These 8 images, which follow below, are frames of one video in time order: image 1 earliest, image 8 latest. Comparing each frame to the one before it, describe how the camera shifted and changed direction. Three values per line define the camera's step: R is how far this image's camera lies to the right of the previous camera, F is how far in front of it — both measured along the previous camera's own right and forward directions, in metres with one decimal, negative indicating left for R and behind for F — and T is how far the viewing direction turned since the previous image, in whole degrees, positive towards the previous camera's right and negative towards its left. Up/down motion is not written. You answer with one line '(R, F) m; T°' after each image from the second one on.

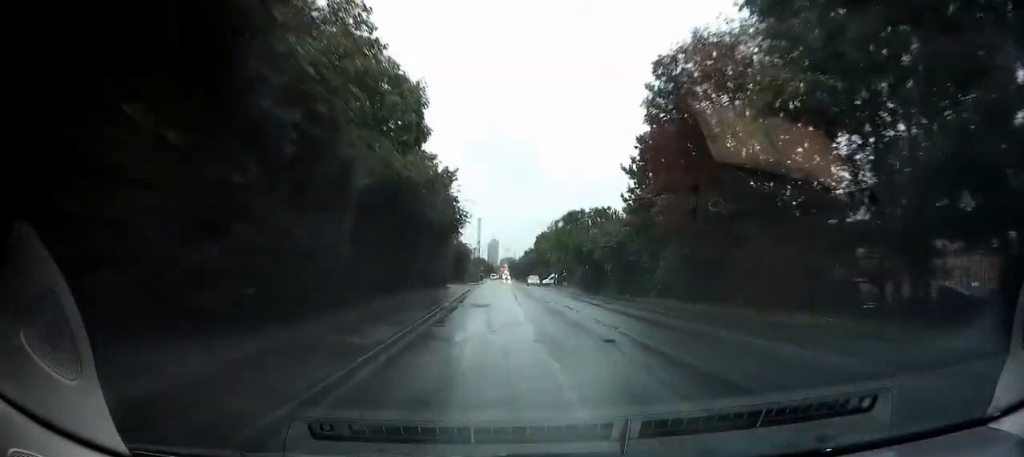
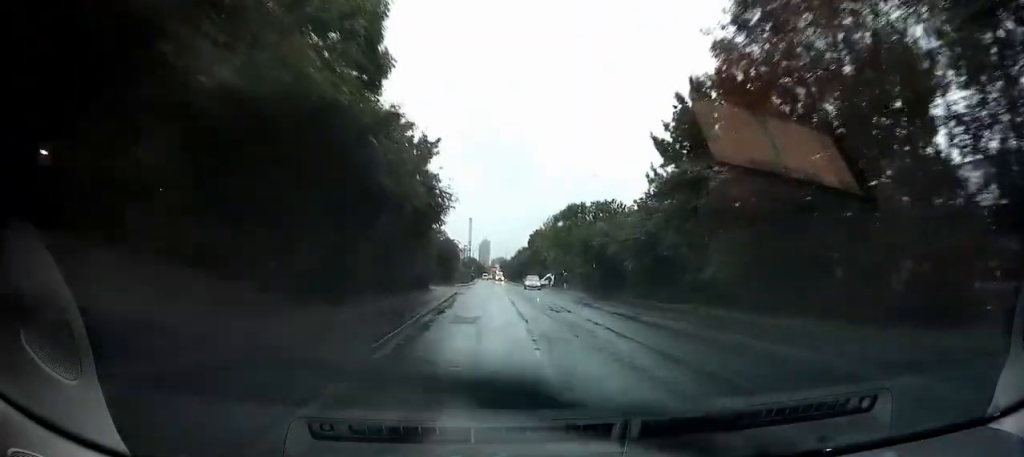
(+0.4, +7.1) m; +2°
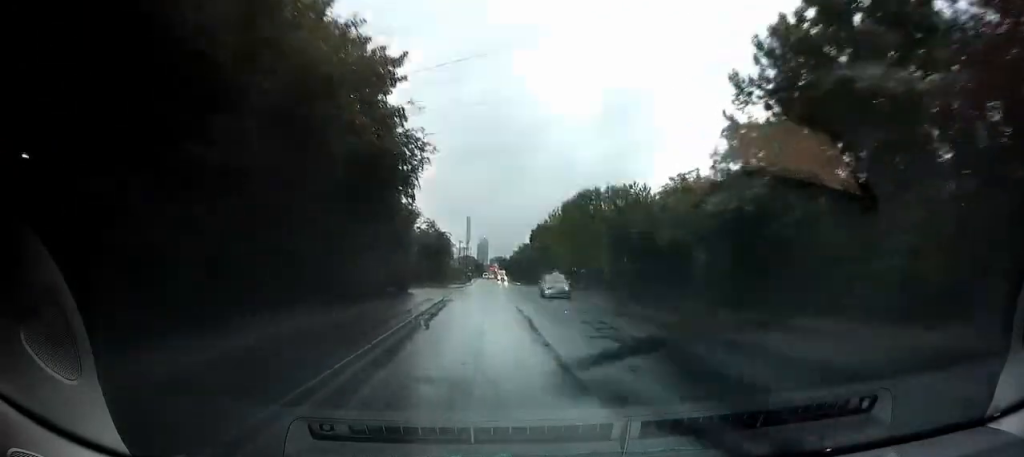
(0.0, +9.8) m; -1°
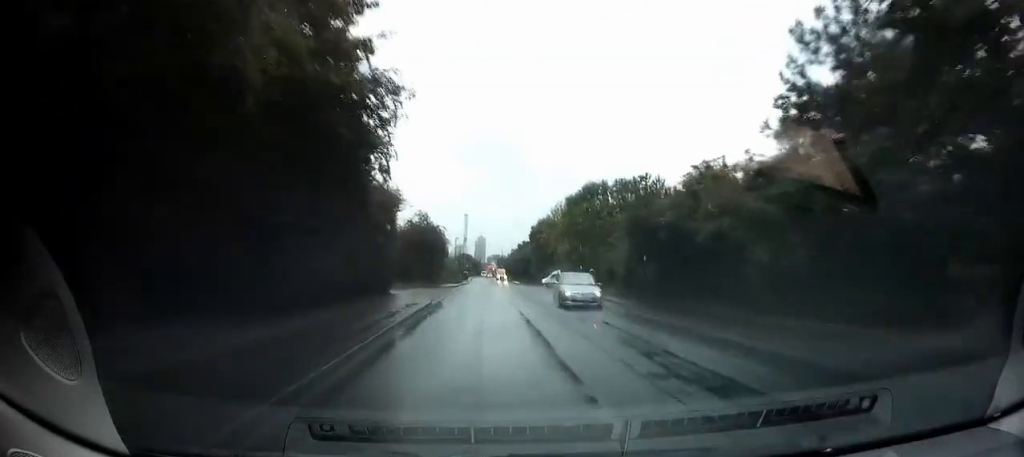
(-0.1, +4.5) m; -1°
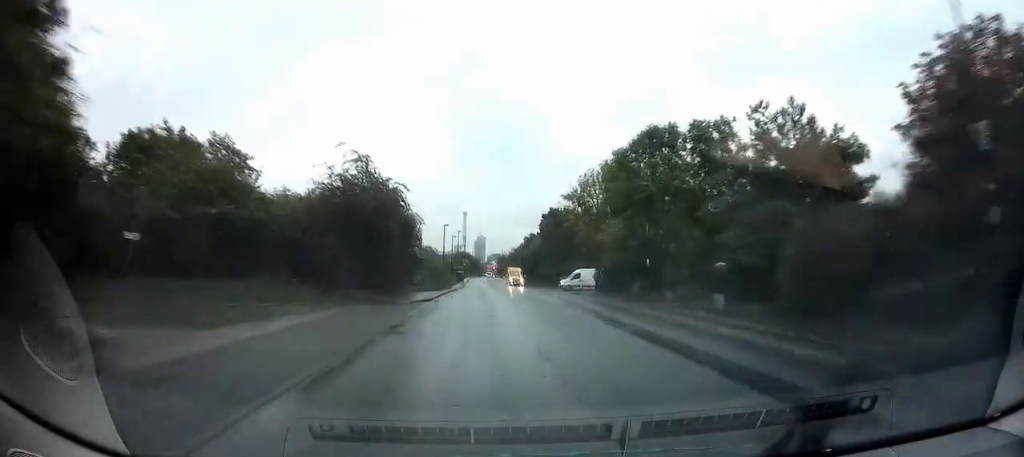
(0.0, +21.7) m; +2°
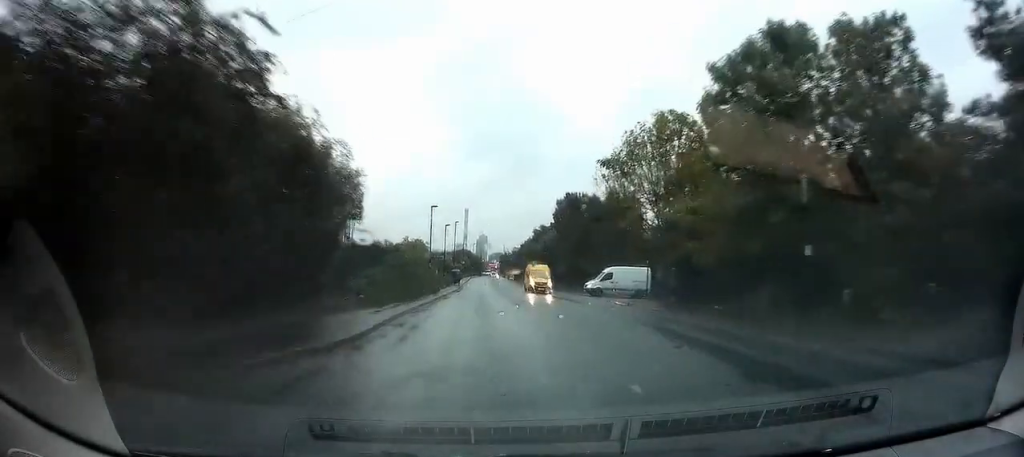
(+0.5, +15.7) m; +1°
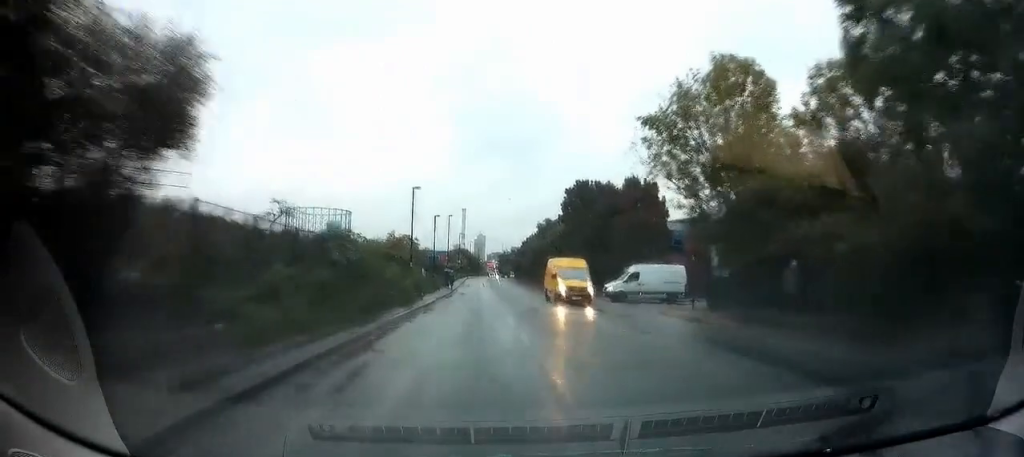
(-0.1, +9.5) m; -2°
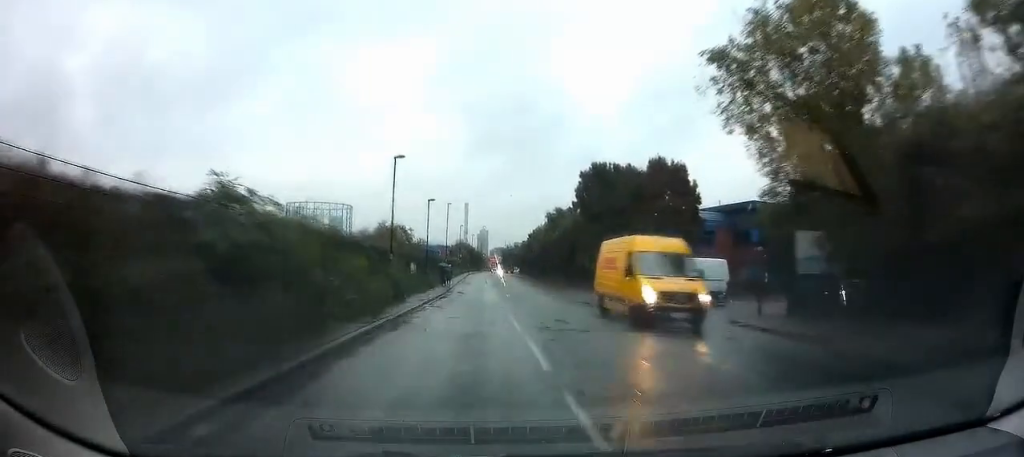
(-0.2, +7.6) m; -1°
